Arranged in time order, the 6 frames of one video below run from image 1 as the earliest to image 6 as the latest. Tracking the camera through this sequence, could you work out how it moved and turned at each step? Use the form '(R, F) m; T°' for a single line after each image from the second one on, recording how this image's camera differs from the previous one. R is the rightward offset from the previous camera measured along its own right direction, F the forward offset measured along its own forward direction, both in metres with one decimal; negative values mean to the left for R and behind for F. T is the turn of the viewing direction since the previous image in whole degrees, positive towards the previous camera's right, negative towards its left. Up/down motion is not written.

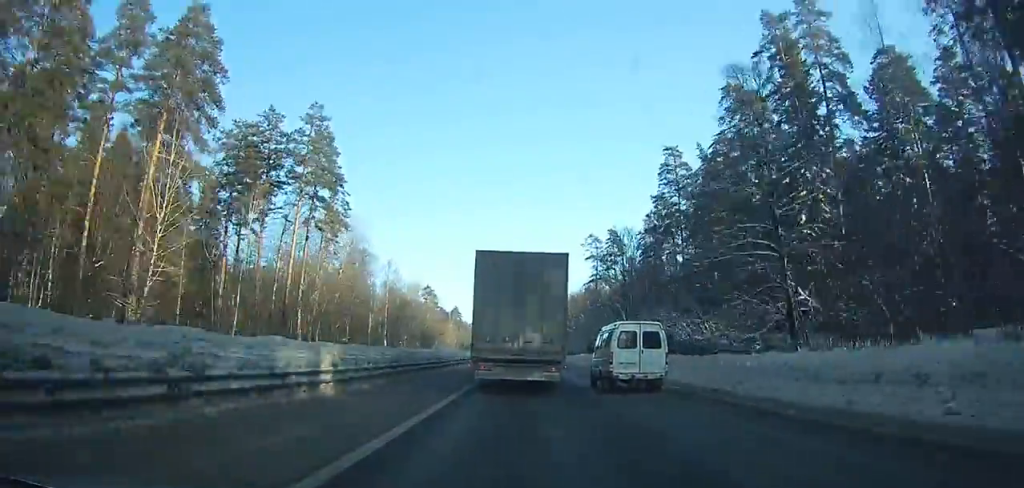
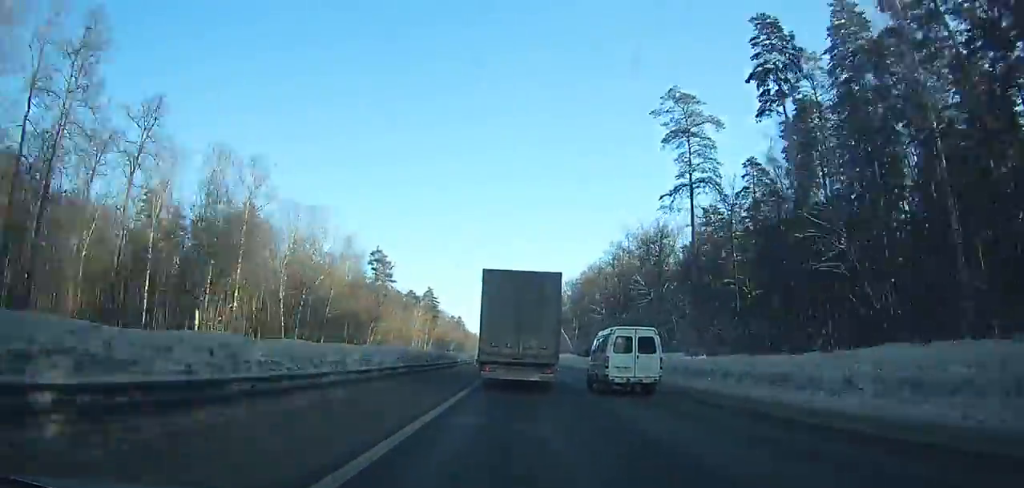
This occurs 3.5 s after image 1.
(+0.1, +74.6) m; 0°
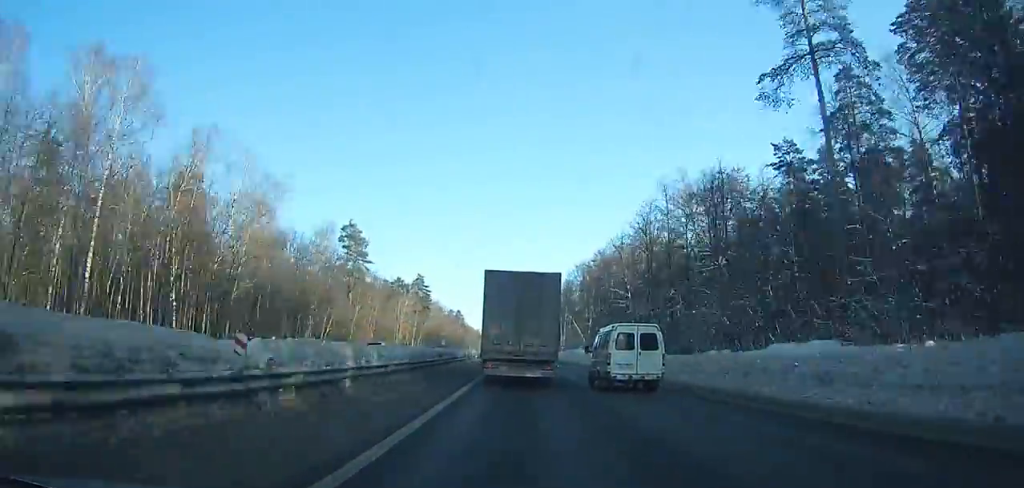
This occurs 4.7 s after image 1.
(0.0, +25.5) m; 0°
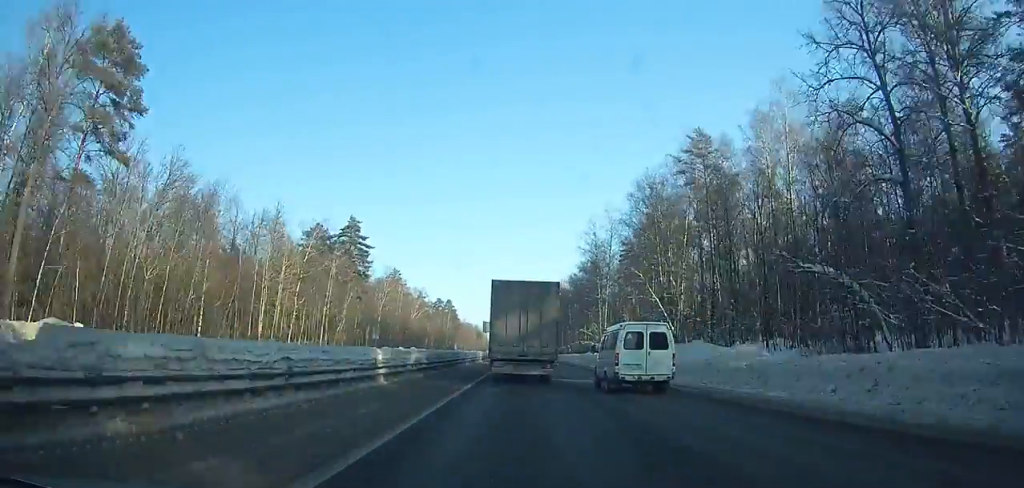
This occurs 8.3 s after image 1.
(-0.3, +76.4) m; 0°
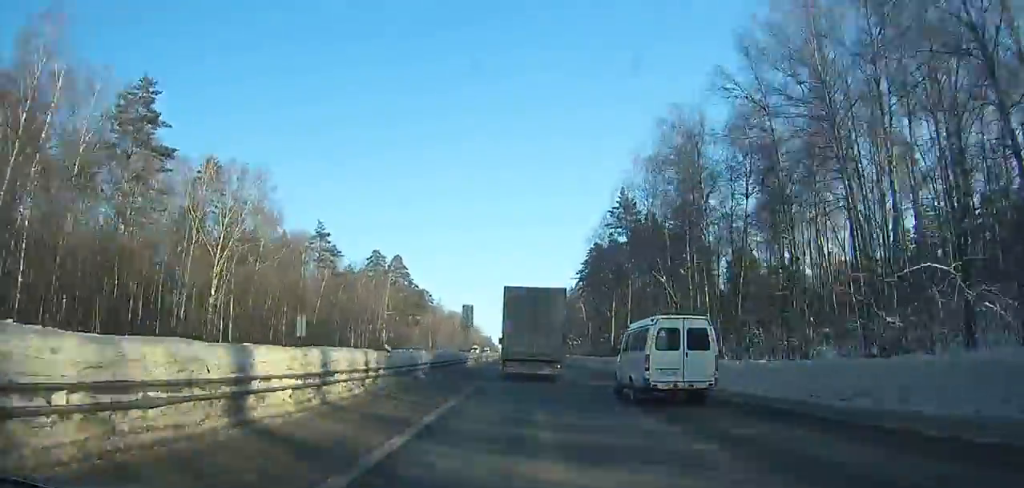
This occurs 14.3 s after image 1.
(-0.4, +130.2) m; 0°
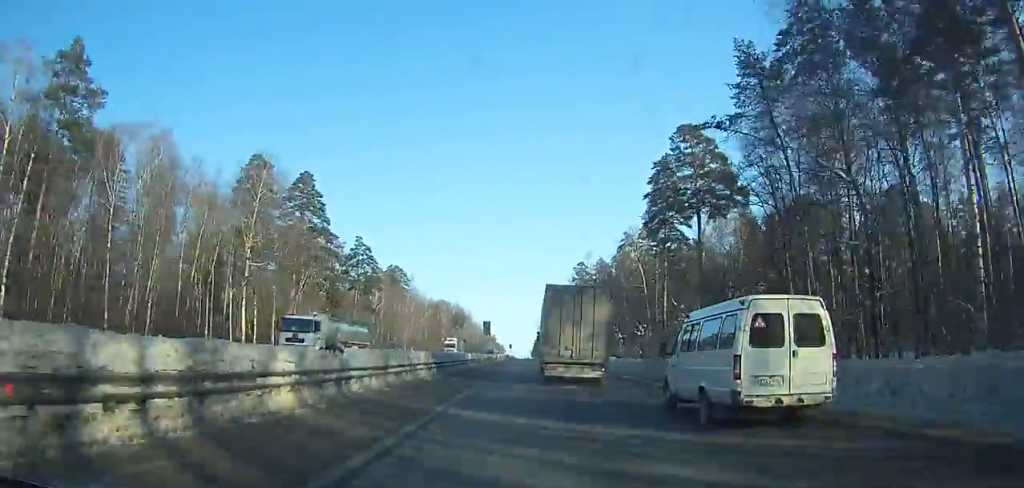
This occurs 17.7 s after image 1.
(-0.3, +77.9) m; 0°
